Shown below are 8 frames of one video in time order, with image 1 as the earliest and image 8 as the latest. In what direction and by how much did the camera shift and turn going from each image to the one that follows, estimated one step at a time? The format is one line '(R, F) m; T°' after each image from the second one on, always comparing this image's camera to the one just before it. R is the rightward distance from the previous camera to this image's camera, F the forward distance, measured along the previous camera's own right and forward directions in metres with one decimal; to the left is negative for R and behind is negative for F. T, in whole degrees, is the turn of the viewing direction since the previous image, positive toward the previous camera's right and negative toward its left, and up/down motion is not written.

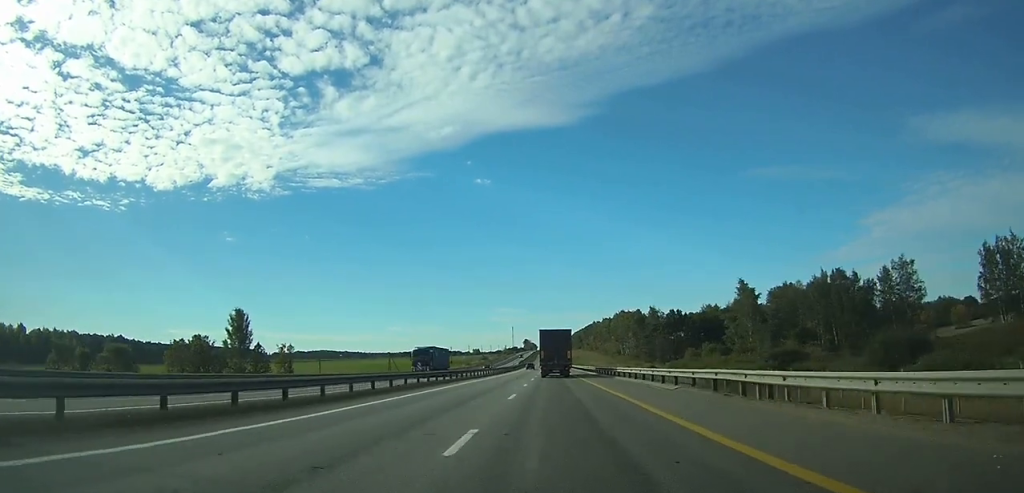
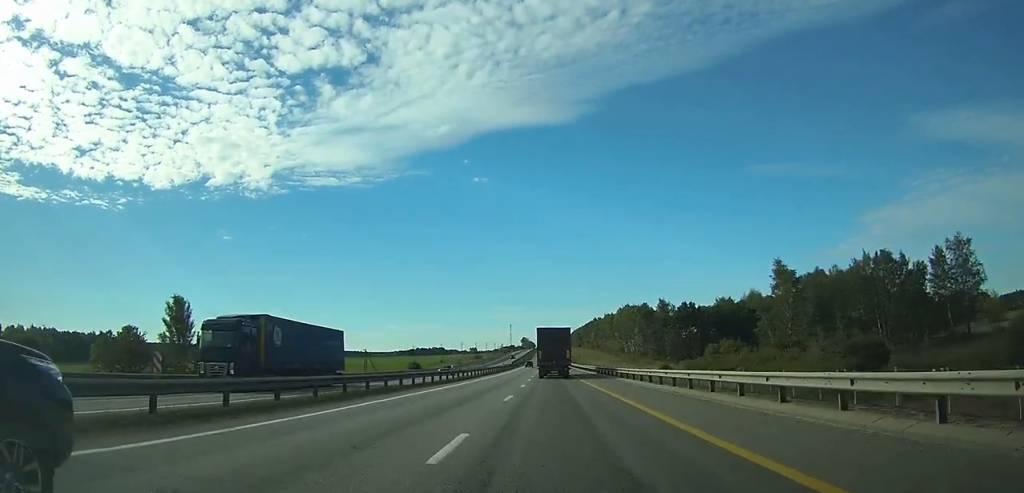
(+0.1, +24.3) m; 0°
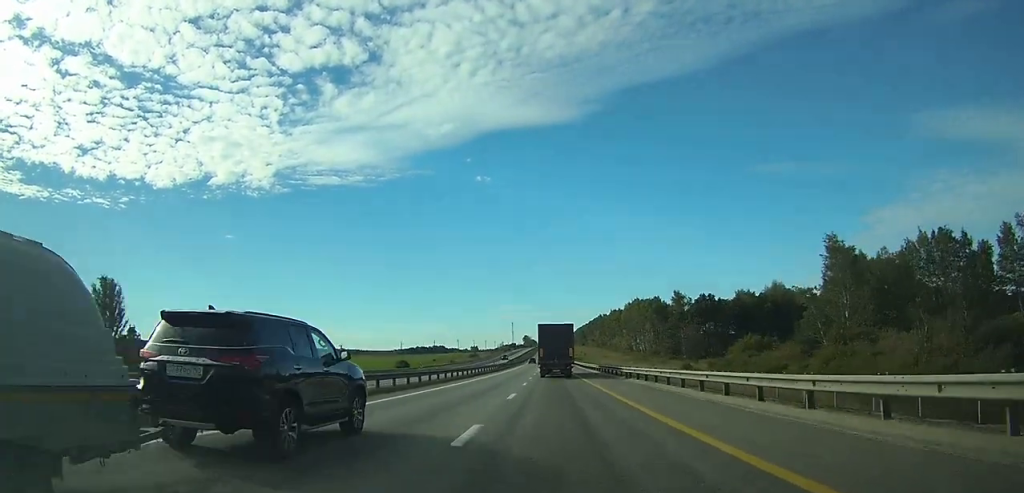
(0.0, +22.5) m; 0°
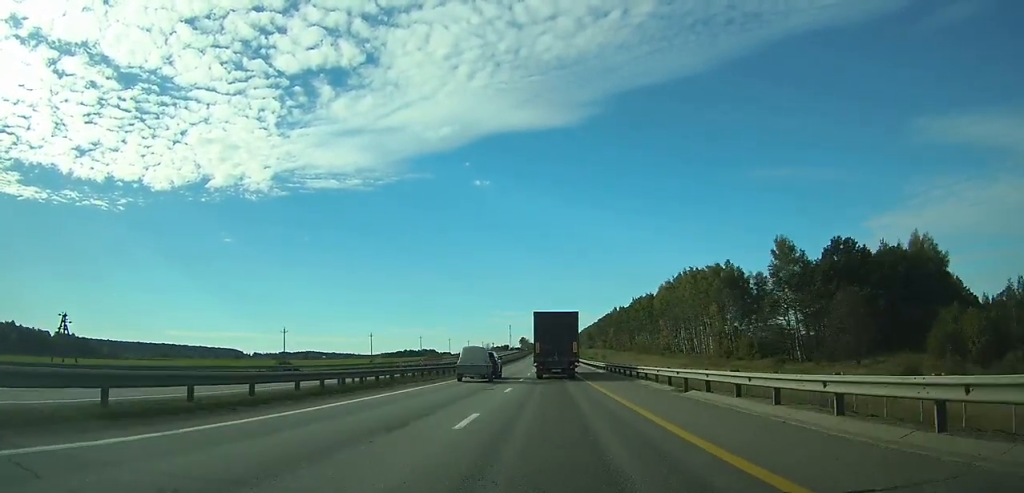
(0.0, +92.7) m; 0°
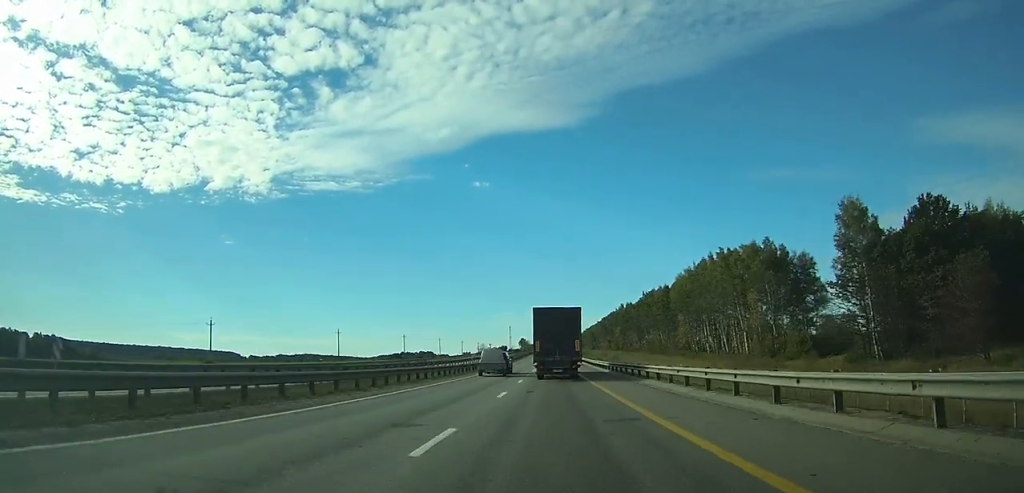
(0.0, +27.3) m; 0°
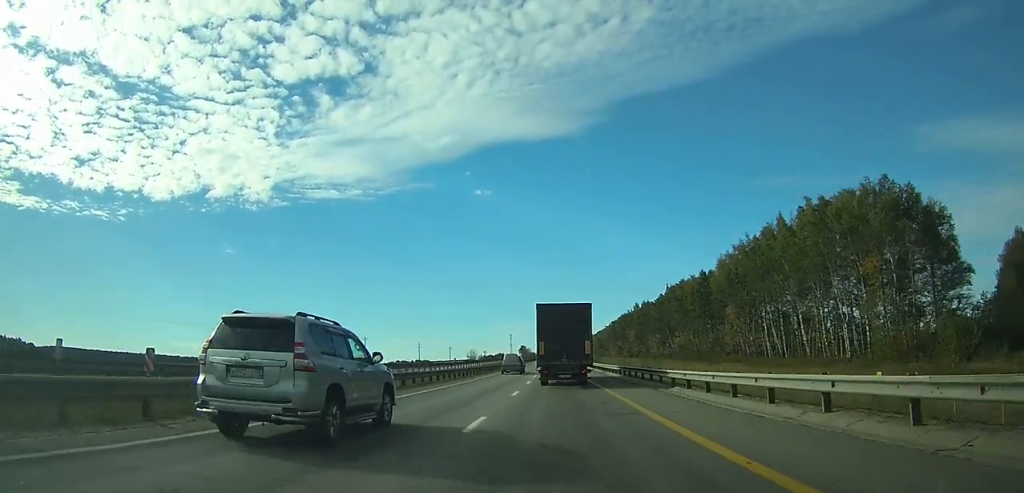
(0.0, +44.3) m; 0°
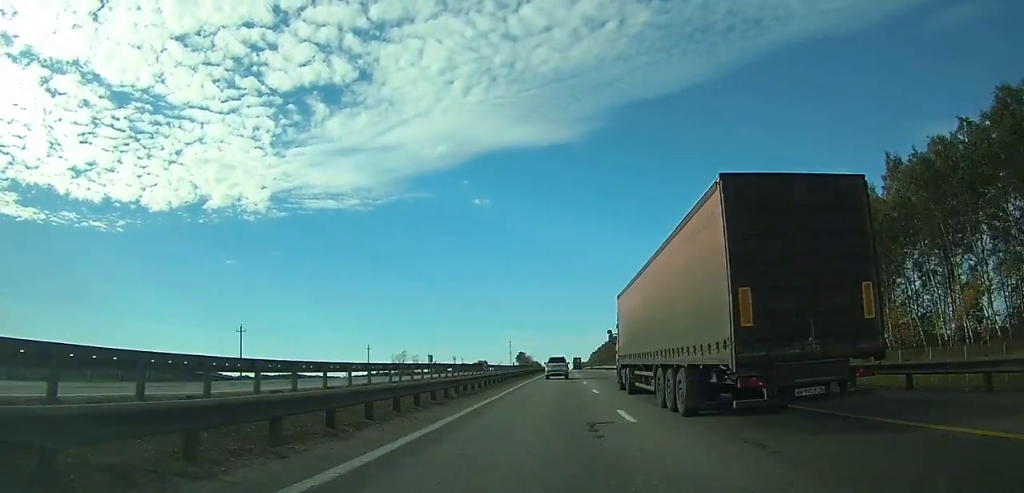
(-1.2, +127.5) m; 0°
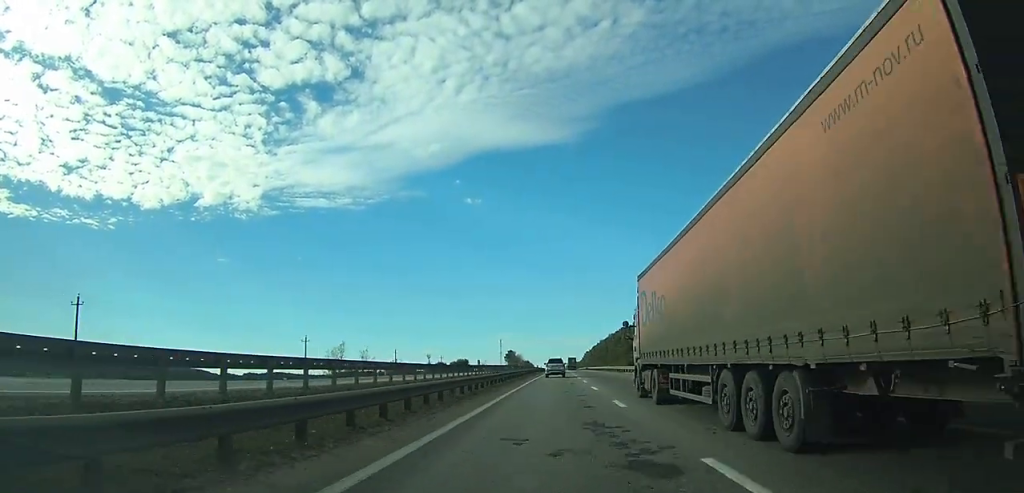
(0.0, +31.1) m; 0°
